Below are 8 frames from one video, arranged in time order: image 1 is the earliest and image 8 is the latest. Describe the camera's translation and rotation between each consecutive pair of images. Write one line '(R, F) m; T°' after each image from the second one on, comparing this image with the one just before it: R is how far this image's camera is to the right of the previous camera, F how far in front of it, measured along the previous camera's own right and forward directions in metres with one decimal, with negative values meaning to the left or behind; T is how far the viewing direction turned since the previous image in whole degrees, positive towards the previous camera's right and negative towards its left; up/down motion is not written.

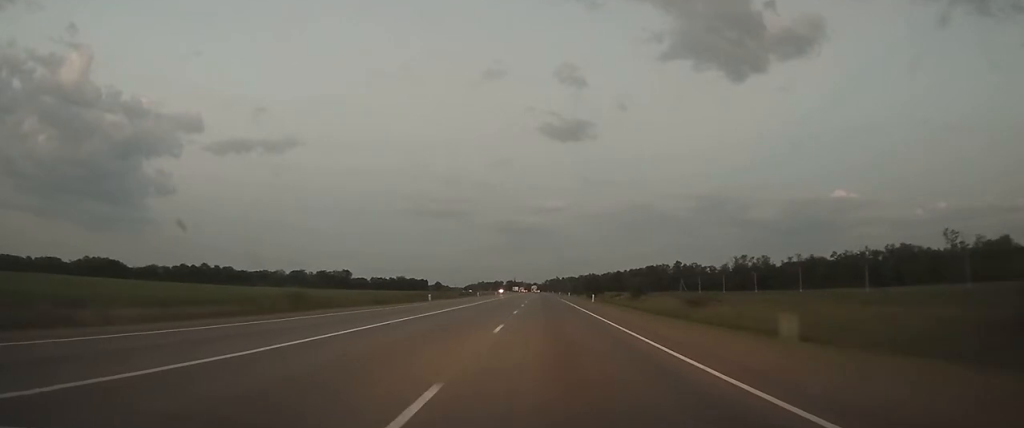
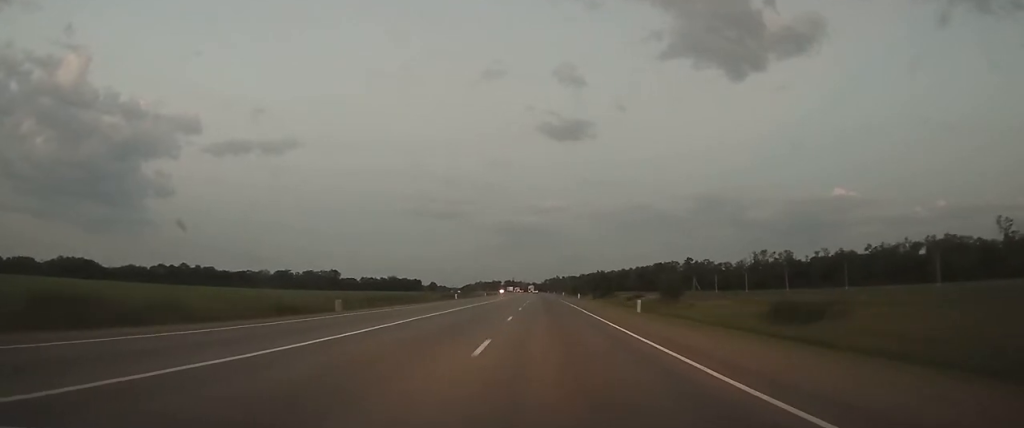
(0.0, +29.2) m; 0°
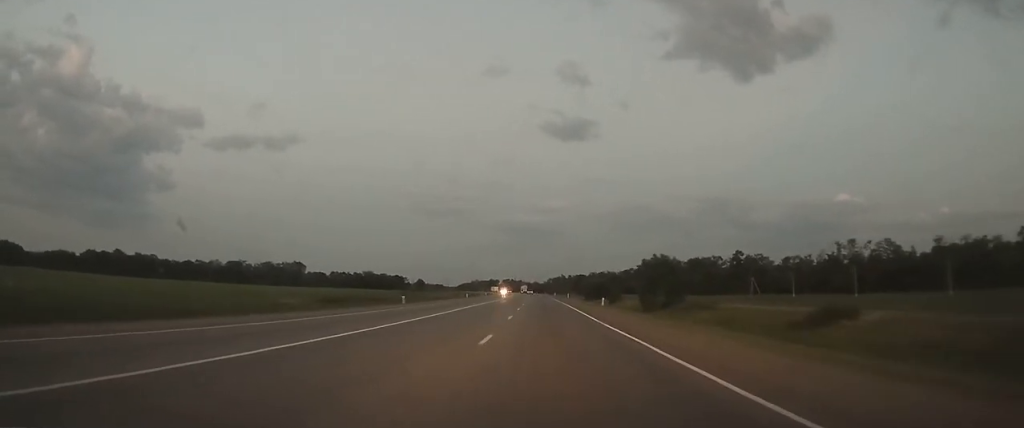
(0.0, +81.6) m; 0°
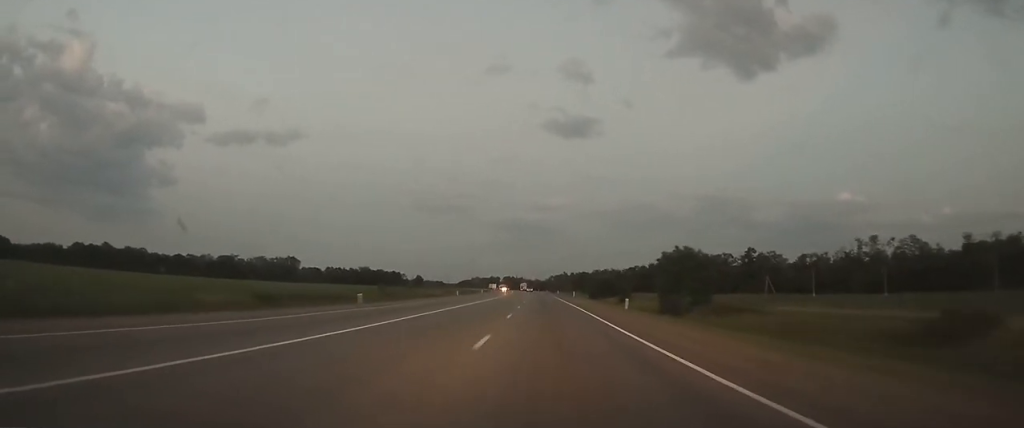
(0.0, +13.4) m; 0°
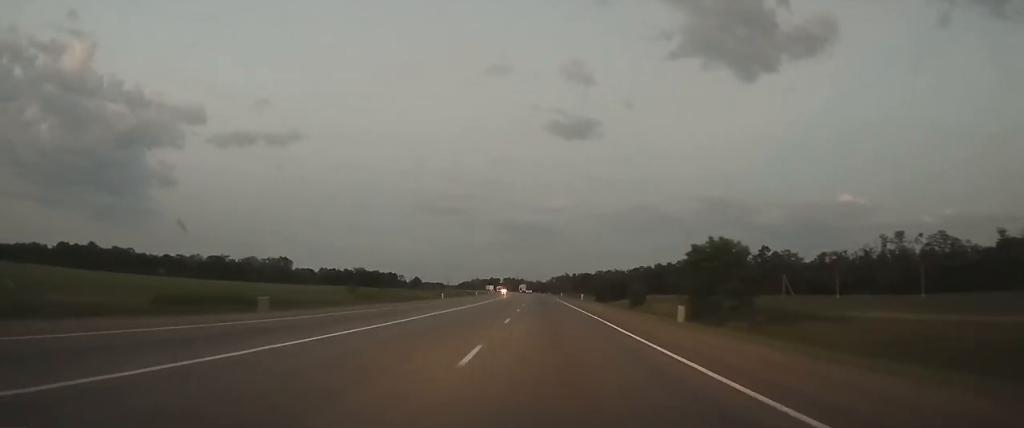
(0.0, +14.5) m; 0°
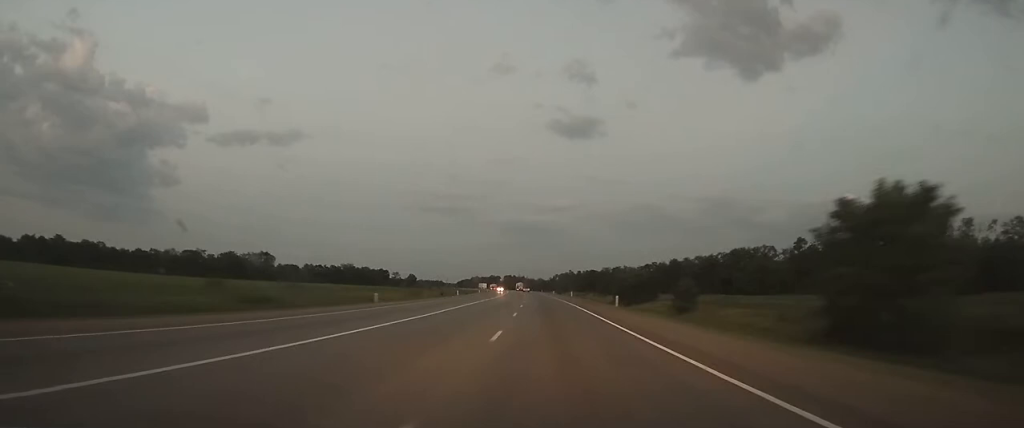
(-0.1, +31.3) m; 0°
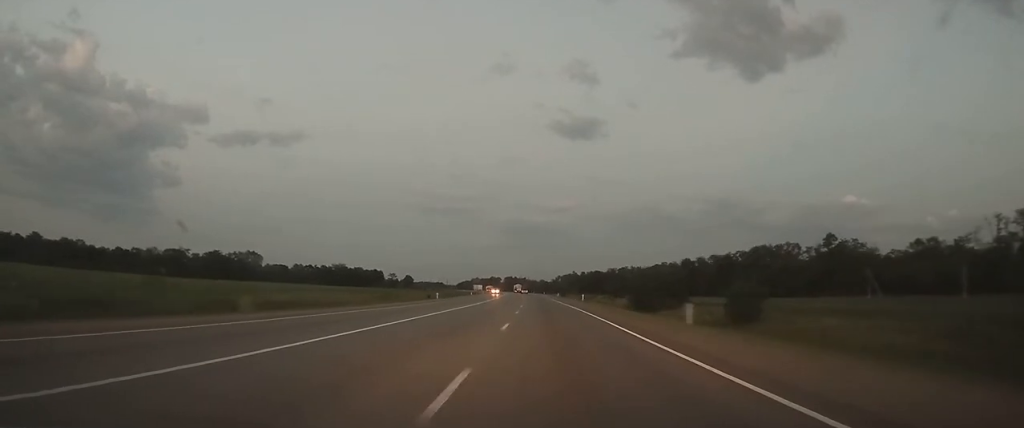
(-0.1, +20.2) m; 0°
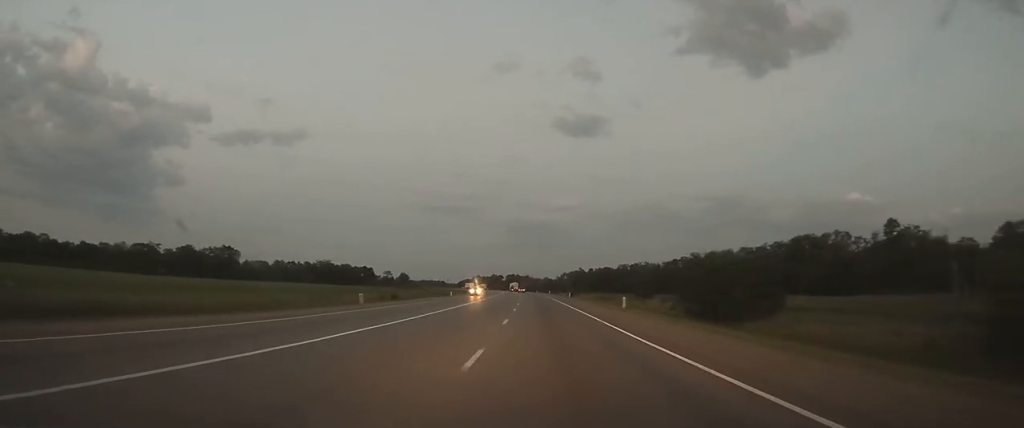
(-0.1, +32.6) m; 0°
